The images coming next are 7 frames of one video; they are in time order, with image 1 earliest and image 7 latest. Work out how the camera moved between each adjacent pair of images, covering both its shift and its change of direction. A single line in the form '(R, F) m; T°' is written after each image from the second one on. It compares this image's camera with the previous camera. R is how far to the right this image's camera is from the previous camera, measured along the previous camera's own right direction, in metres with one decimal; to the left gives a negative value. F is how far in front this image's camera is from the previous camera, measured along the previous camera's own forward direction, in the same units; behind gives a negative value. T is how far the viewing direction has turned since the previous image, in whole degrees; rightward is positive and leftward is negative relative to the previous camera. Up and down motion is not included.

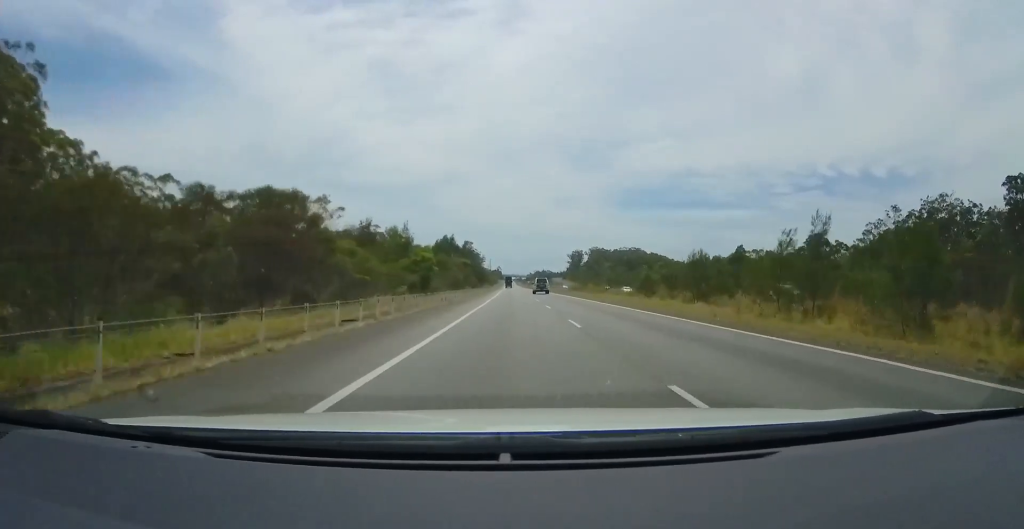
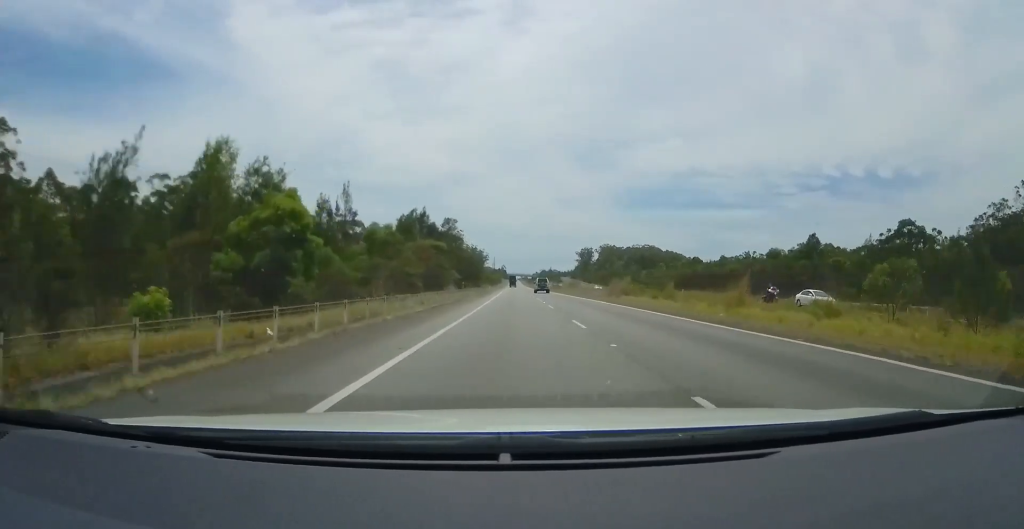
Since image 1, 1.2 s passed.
(+0.4, +36.6) m; -1°
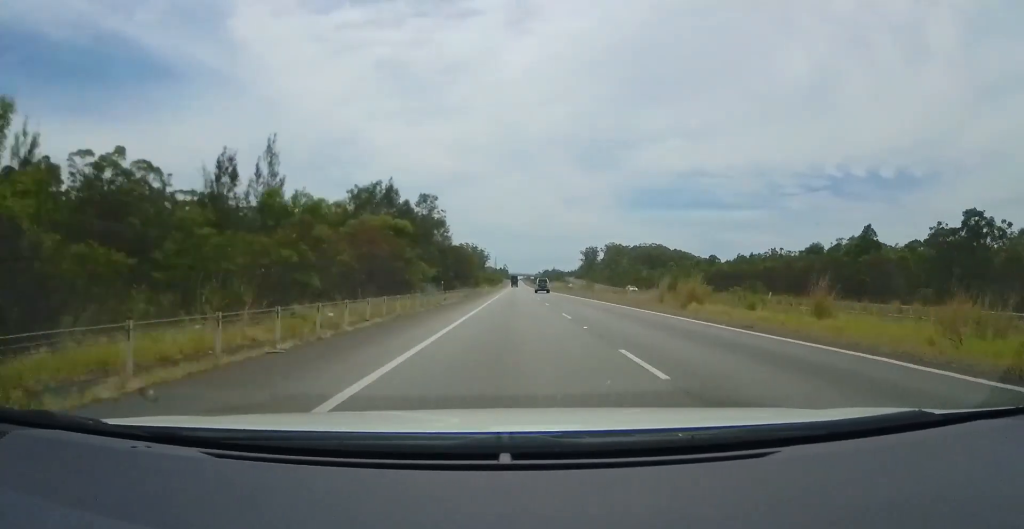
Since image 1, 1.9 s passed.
(-0.1, +18.9) m; -1°
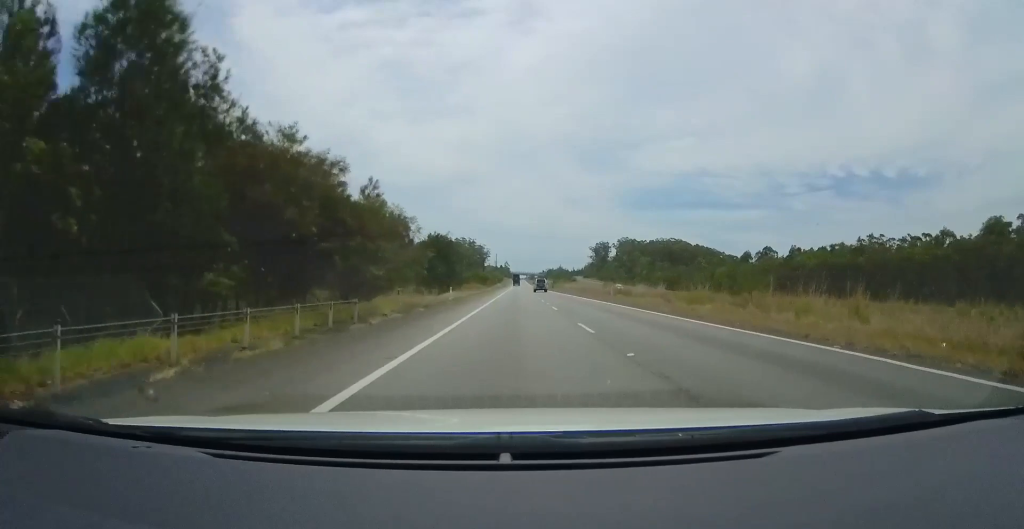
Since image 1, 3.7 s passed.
(-1.3, +53.2) m; -1°
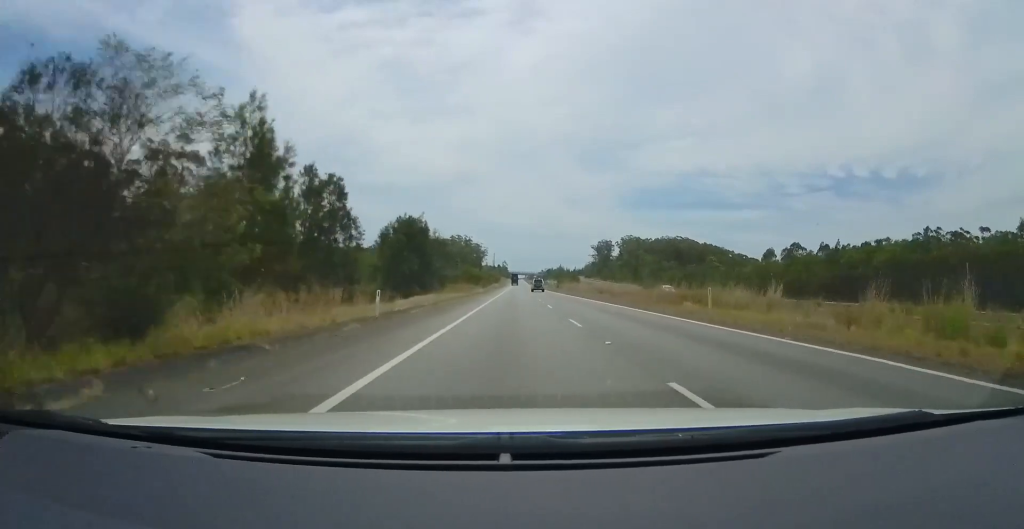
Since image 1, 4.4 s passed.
(+0.1, +21.2) m; +1°
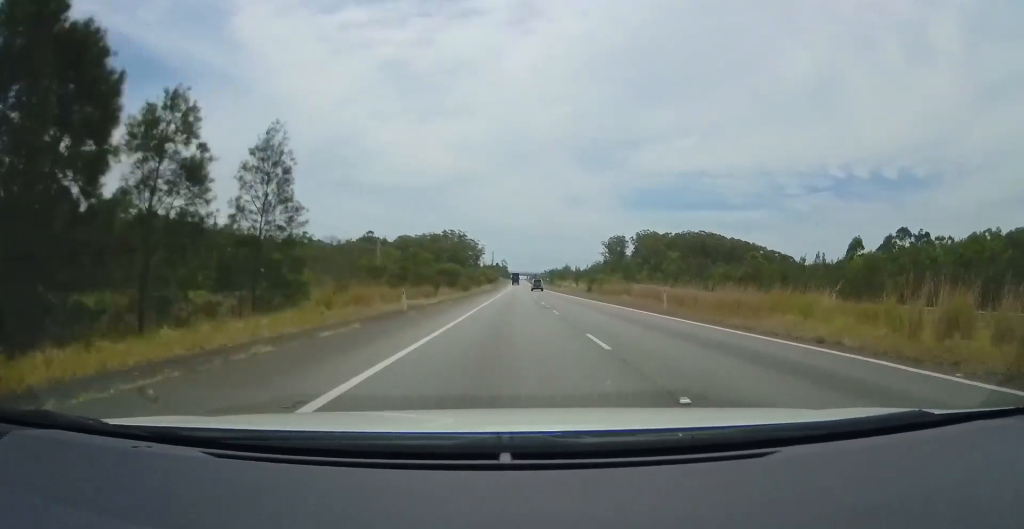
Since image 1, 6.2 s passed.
(+0.9, +53.2) m; +1°
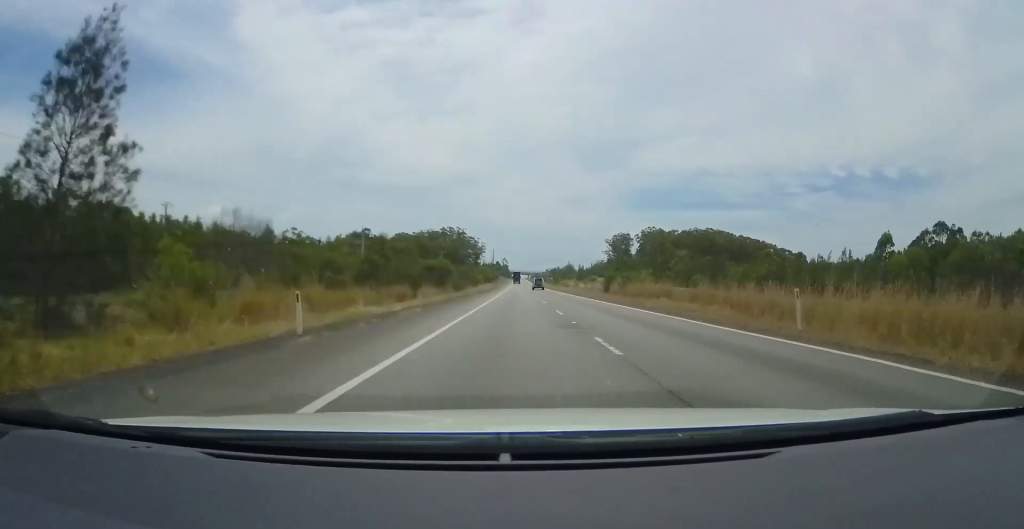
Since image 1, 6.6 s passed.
(-0.1, +13.0) m; 0°
